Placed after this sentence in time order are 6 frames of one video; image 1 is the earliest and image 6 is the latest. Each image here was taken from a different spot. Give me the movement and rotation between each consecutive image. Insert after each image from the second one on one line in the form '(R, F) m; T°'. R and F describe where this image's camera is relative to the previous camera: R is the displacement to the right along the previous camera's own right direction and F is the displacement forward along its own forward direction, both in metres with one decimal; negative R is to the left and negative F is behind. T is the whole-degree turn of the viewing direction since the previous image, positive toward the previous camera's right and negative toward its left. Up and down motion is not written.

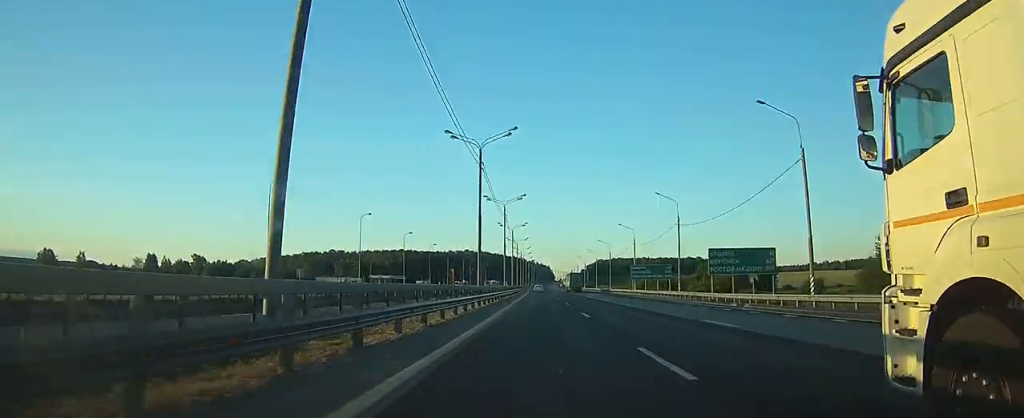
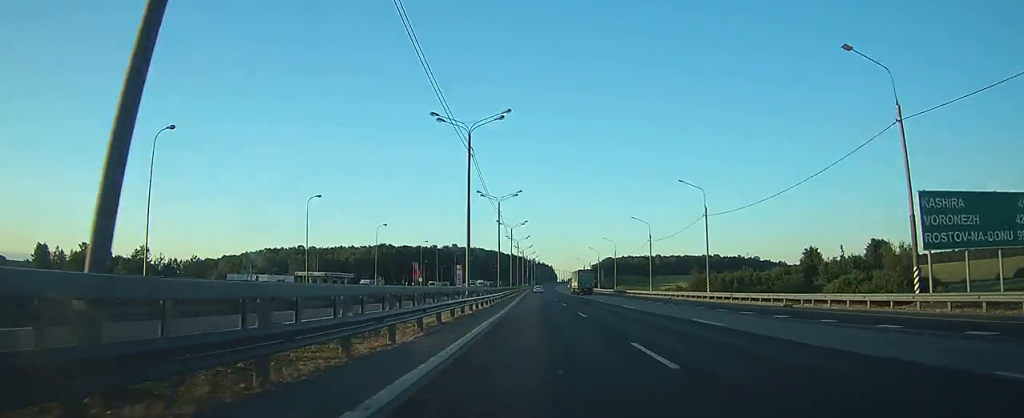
(-0.4, +78.2) m; -1°
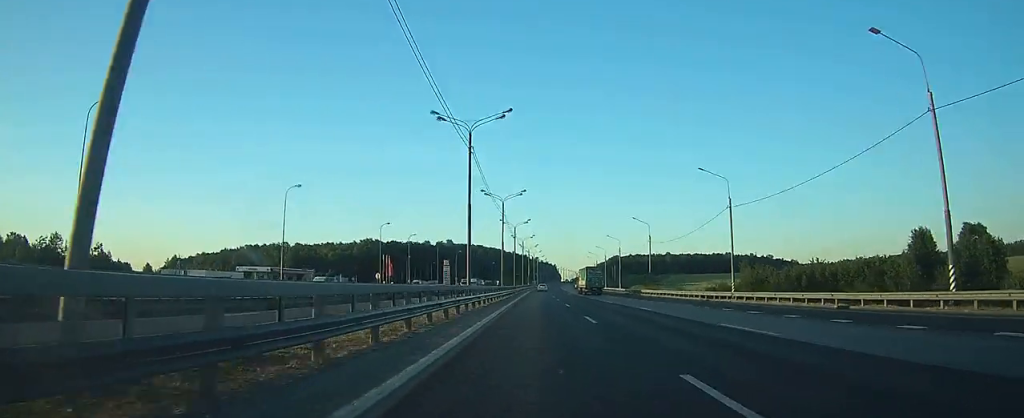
(0.0, +36.8) m; 0°
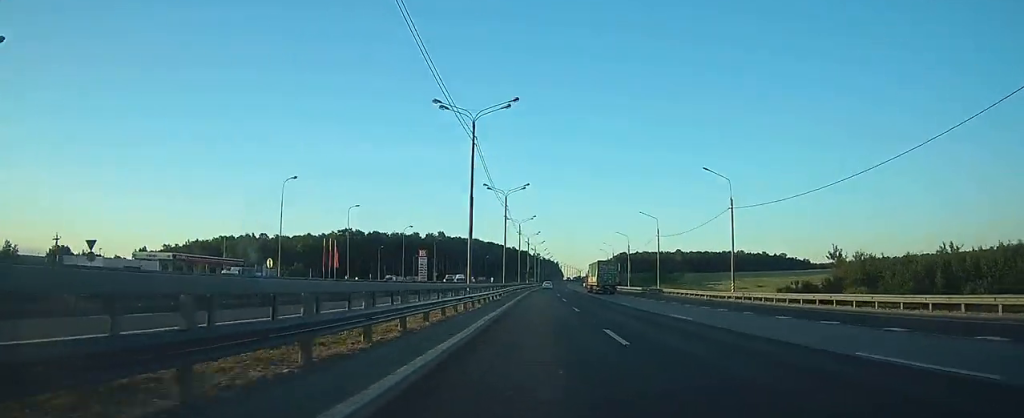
(-0.1, +38.9) m; 0°
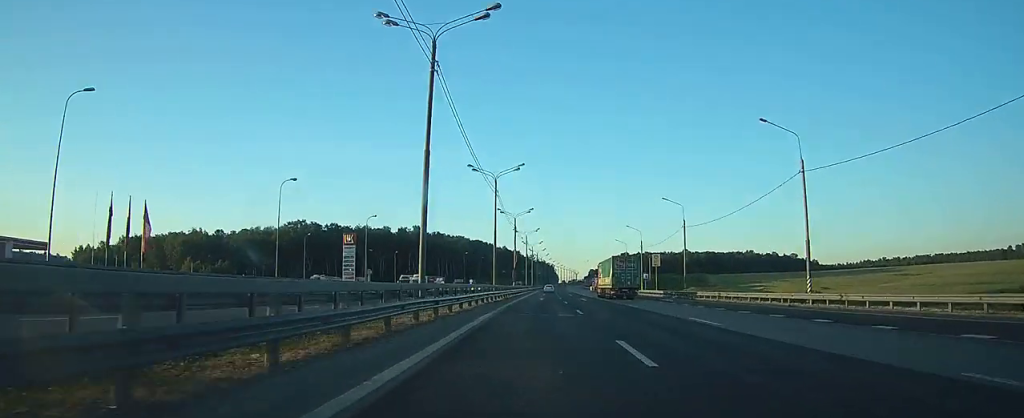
(0.0, +51.2) m; 0°
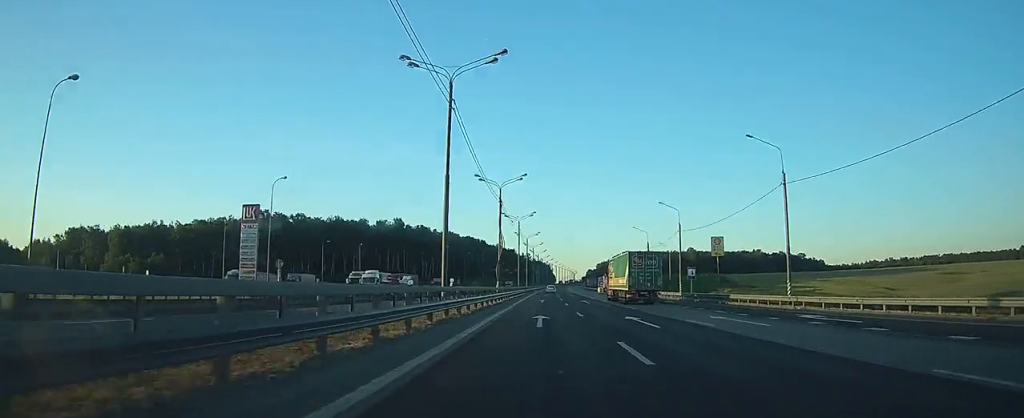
(+0.1, +31.2) m; 0°
